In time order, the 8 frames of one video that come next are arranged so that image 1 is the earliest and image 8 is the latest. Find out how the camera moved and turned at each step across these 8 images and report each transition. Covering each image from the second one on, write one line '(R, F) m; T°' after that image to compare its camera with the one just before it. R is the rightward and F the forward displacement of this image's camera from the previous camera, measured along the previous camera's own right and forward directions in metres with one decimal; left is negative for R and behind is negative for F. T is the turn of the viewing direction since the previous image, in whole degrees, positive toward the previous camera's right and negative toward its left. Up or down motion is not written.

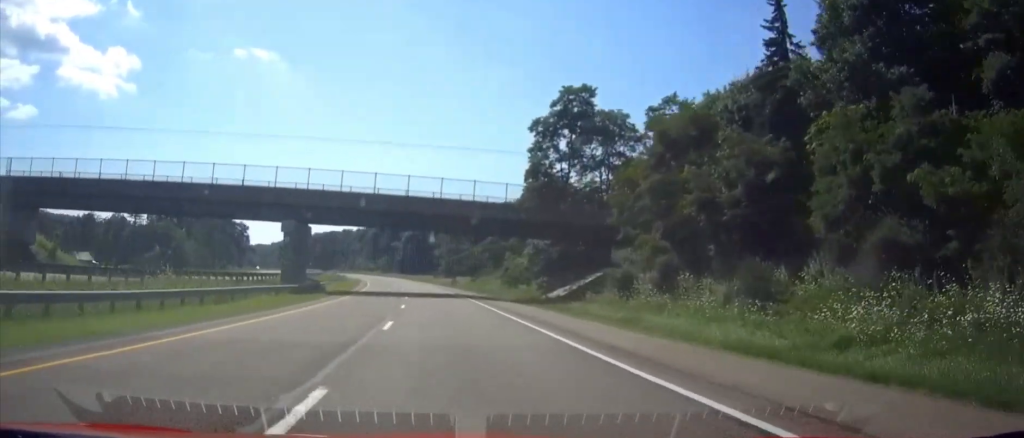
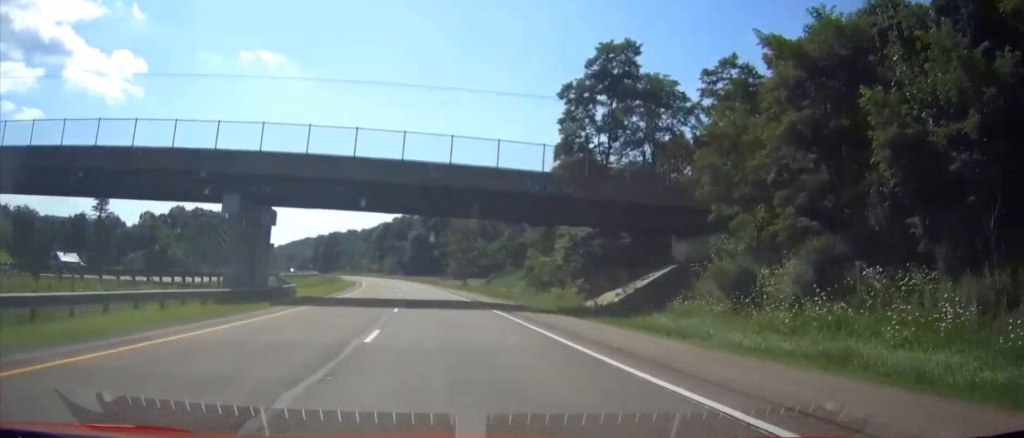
(0.0, +15.3) m; 0°
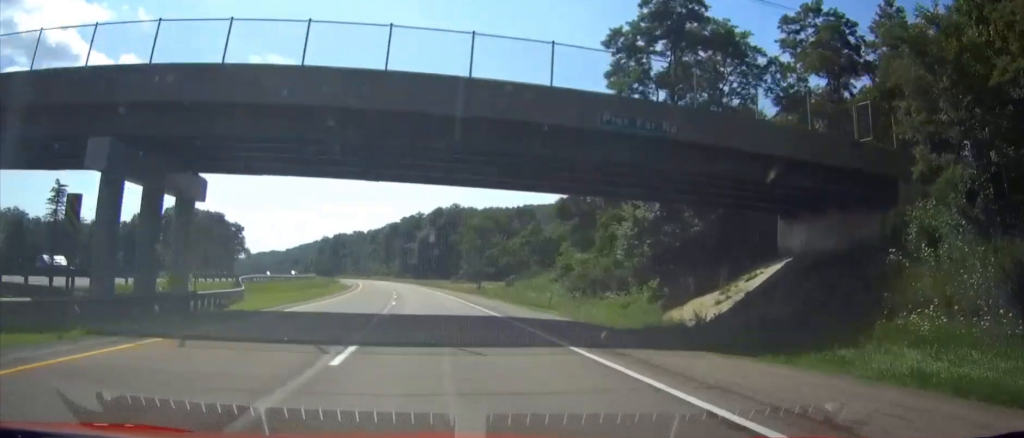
(0.0, +15.4) m; 0°
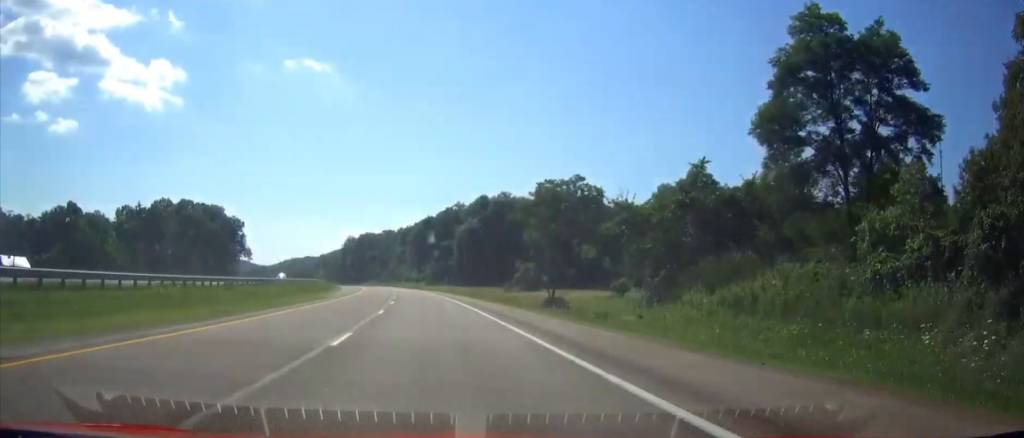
(0.0, +44.0) m; 0°
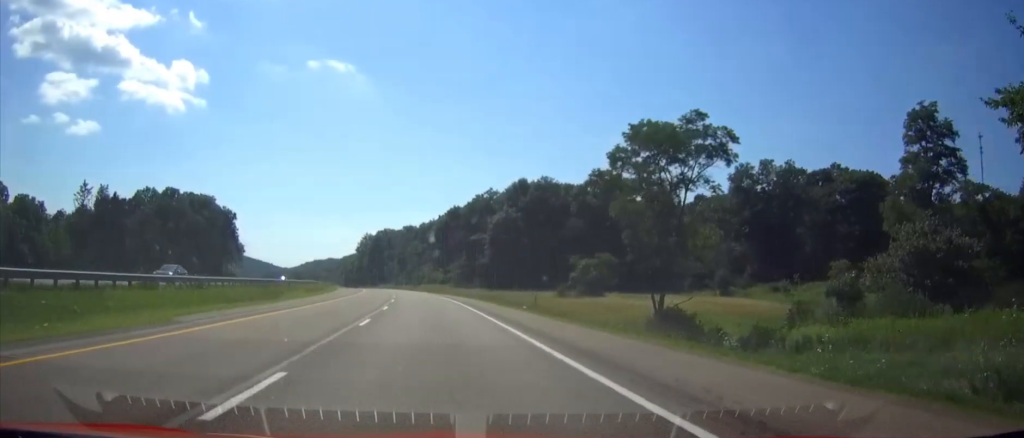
(0.0, +31.0) m; 0°
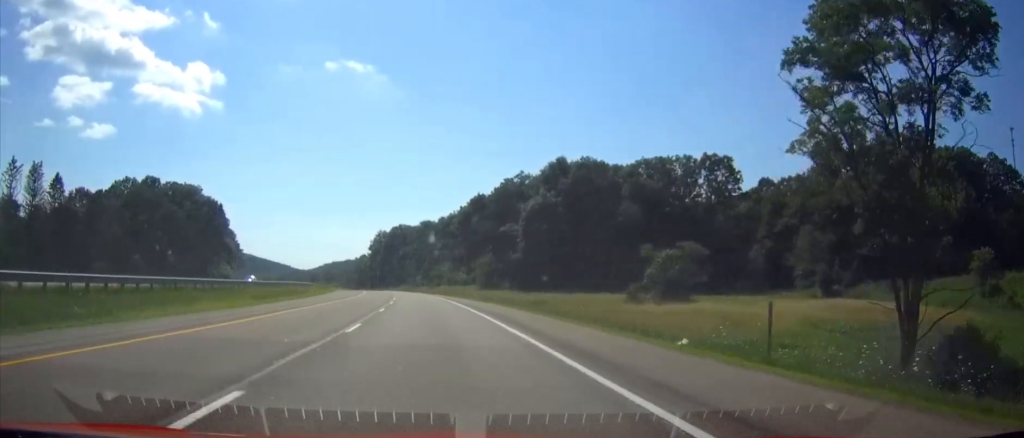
(0.0, +25.5) m; 0°
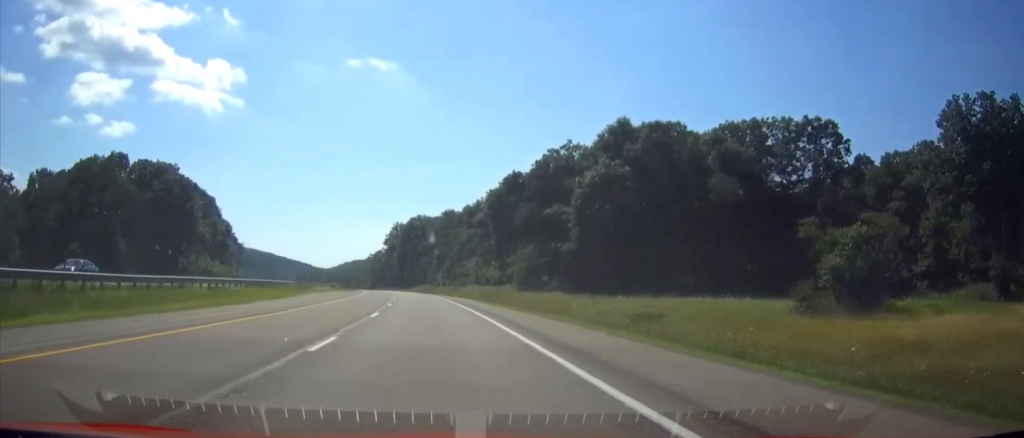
(0.0, +28.9) m; 0°
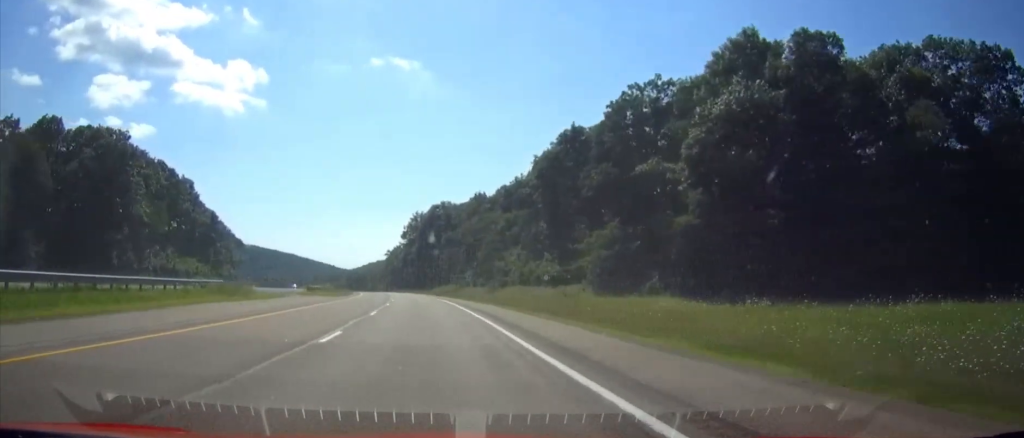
(0.0, +34.6) m; 0°
